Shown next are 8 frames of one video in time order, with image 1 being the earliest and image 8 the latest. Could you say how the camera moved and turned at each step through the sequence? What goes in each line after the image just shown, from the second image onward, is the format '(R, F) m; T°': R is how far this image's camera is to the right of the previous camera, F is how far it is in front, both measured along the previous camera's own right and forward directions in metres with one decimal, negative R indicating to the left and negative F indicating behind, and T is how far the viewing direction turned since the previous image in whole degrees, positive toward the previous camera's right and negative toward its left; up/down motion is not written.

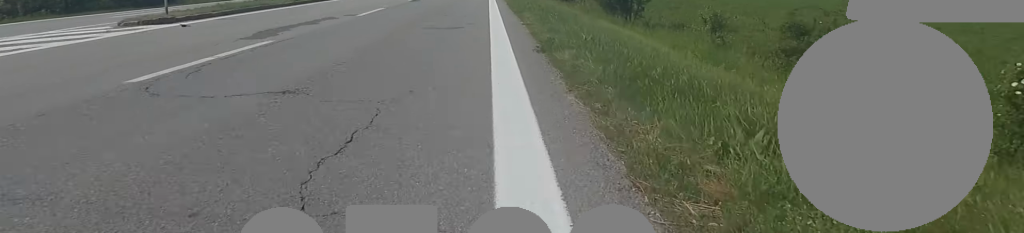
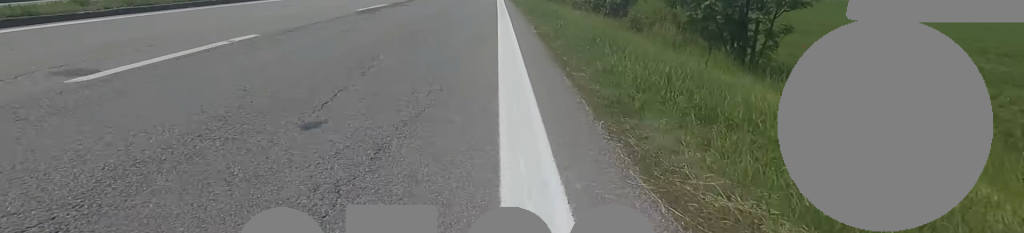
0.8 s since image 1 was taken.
(-0.1, +9.2) m; -1°
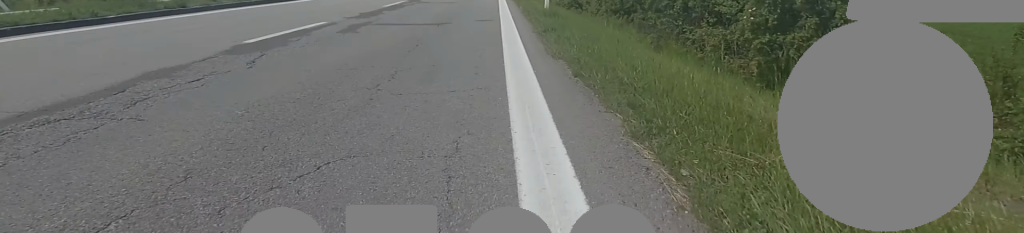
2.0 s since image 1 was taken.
(+0.2, +14.4) m; +2°
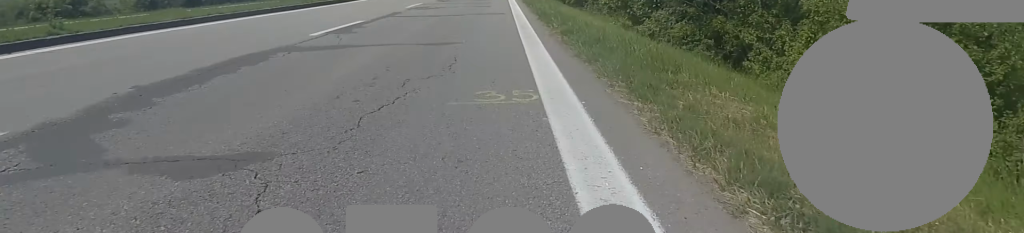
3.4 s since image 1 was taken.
(+0.2, +15.8) m; 0°
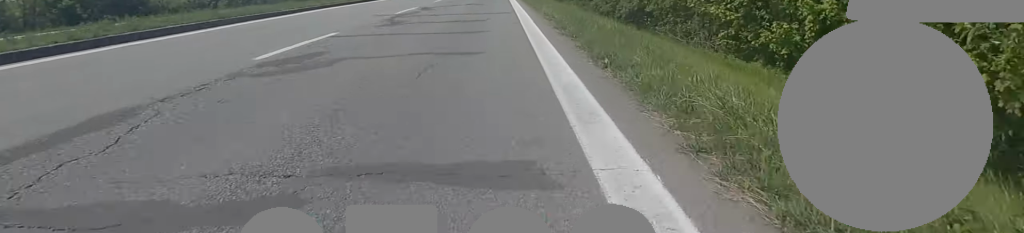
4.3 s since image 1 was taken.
(-0.1, +11.1) m; 0°
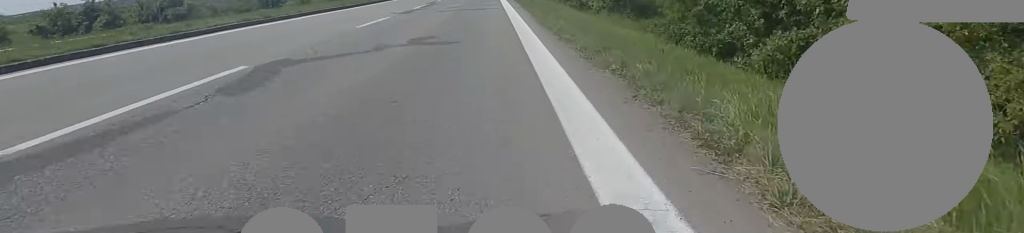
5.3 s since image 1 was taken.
(+0.2, +12.2) m; 0°
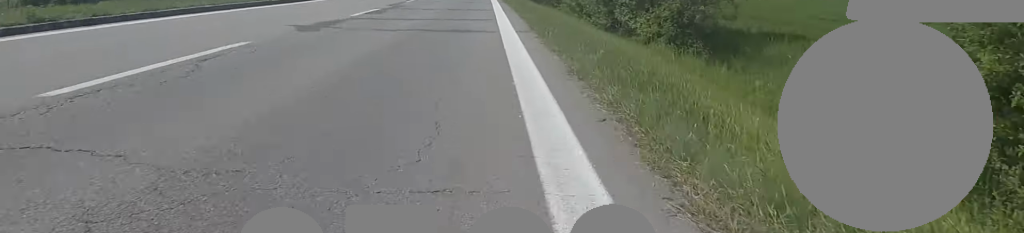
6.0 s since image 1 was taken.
(0.0, +8.2) m; 0°
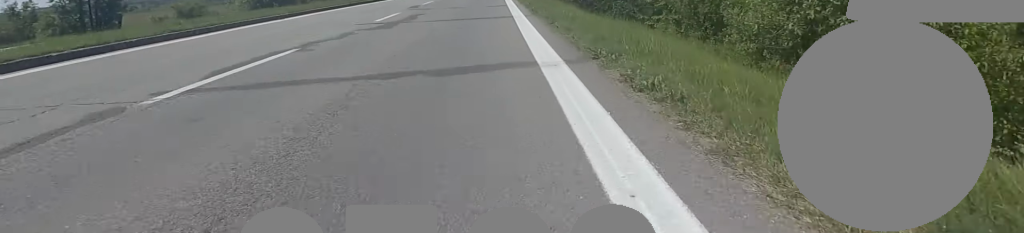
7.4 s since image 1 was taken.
(-0.2, +16.6) m; +5°
